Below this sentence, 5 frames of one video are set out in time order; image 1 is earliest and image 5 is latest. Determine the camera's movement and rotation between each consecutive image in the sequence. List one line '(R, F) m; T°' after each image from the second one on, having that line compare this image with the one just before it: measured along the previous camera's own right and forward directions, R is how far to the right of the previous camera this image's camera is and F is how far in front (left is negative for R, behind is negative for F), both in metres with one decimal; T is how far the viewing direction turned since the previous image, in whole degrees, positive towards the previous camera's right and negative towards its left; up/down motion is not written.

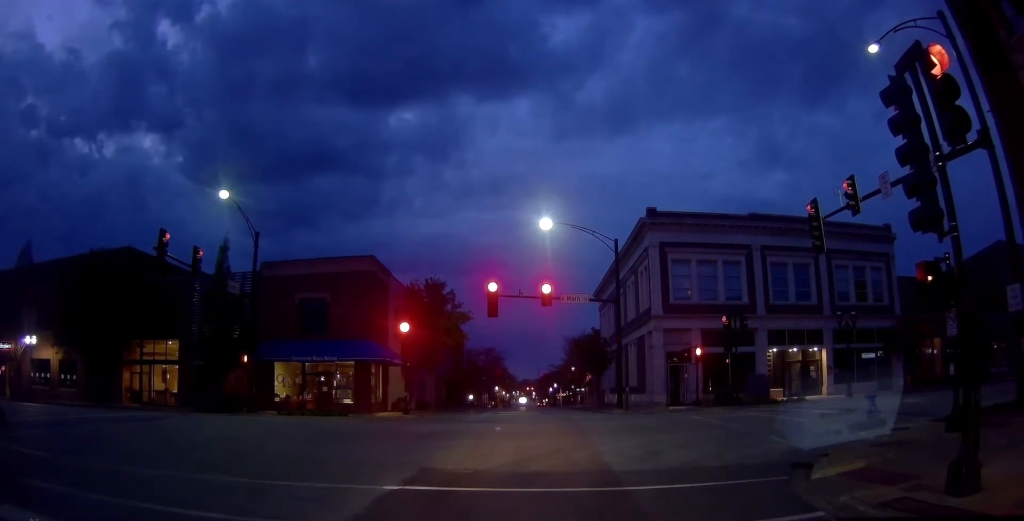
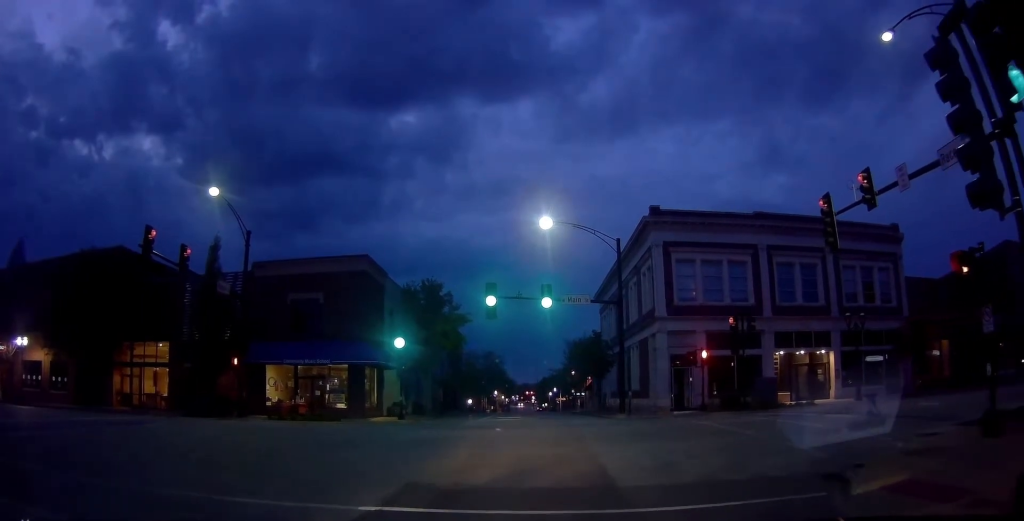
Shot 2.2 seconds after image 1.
(0.0, 0.0) m; 0°
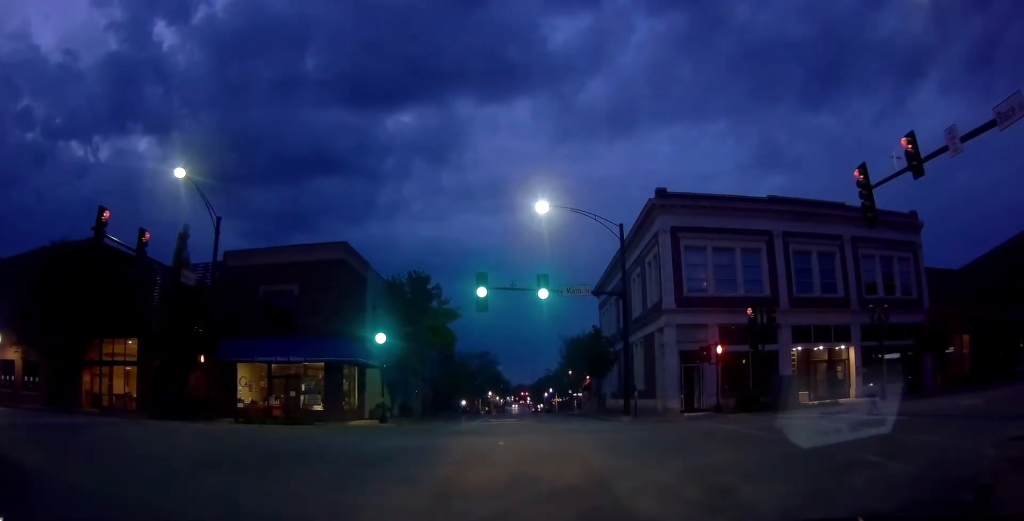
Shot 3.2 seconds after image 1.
(0.0, +0.1) m; 0°
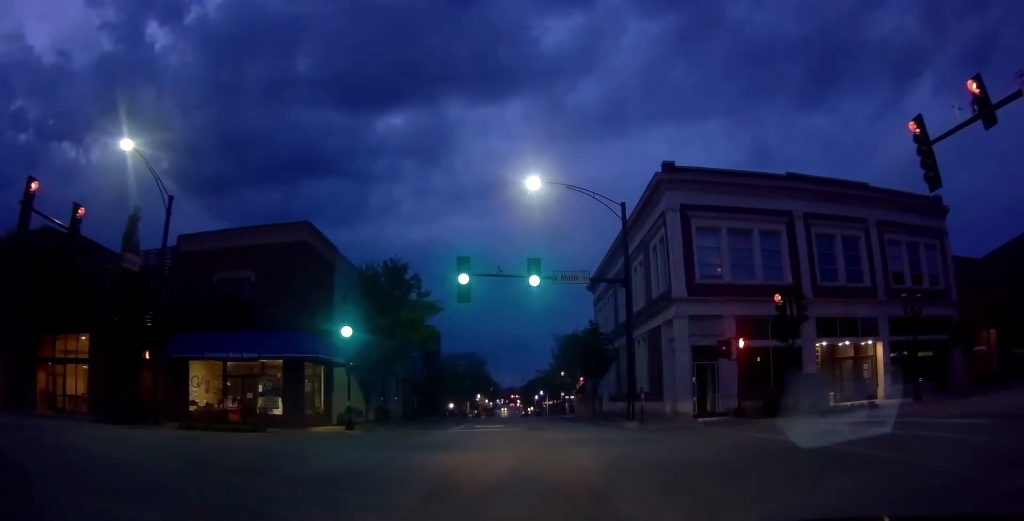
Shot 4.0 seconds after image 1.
(+0.1, +1.8) m; 0°
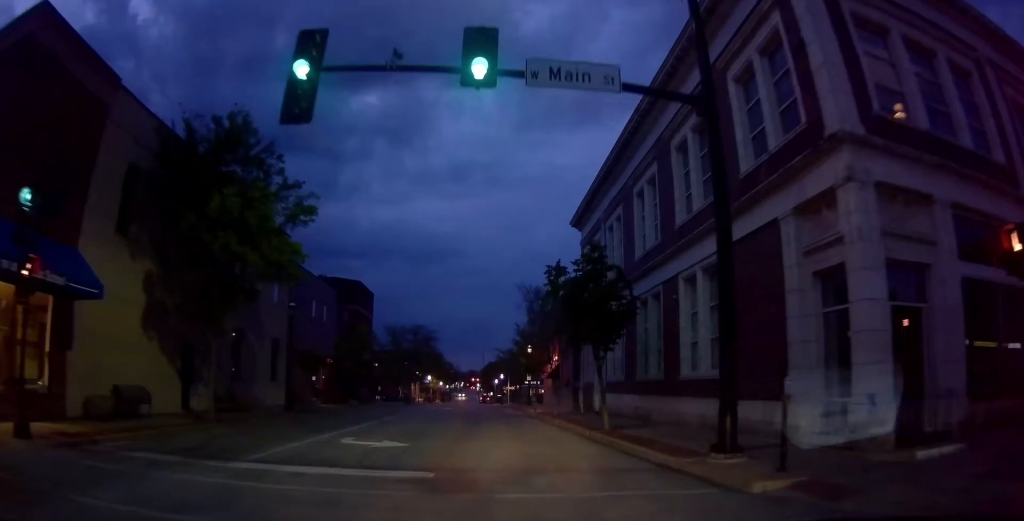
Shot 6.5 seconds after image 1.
(-1.8, +15.2) m; -3°
